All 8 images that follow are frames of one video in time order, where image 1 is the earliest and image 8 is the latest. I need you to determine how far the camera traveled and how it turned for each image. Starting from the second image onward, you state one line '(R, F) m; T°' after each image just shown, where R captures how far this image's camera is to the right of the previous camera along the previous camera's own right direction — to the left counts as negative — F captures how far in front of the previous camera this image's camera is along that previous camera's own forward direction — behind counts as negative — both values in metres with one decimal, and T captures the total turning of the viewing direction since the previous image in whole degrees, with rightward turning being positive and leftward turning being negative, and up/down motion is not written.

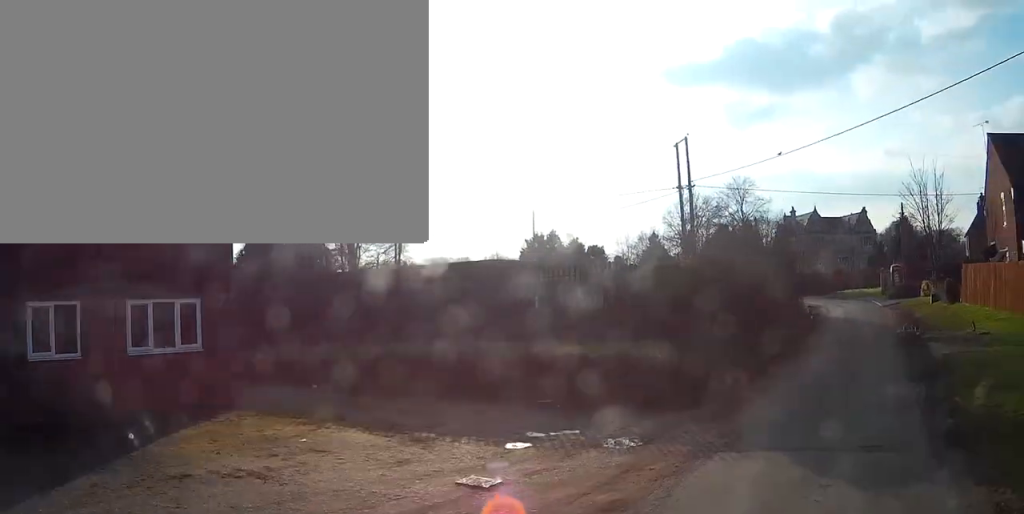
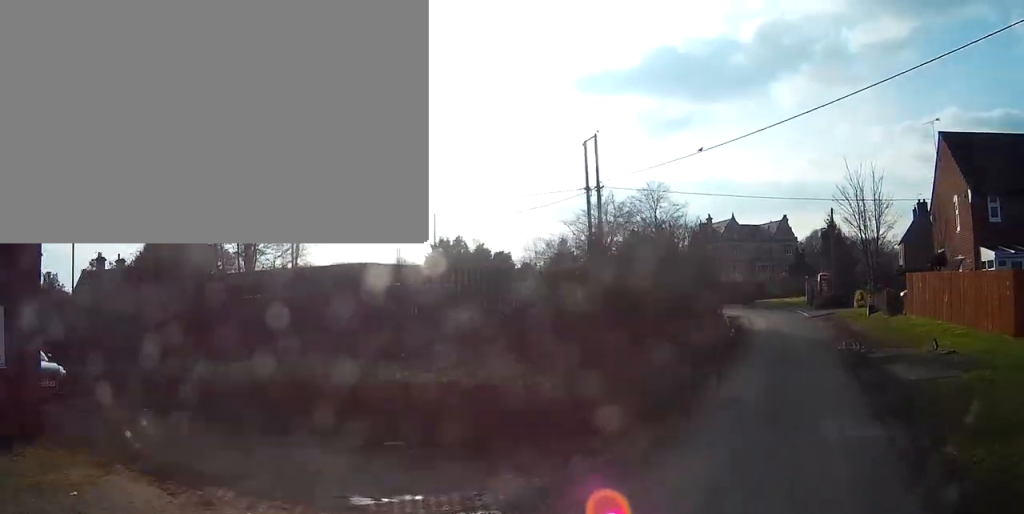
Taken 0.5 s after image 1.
(+0.4, +3.1) m; +8°
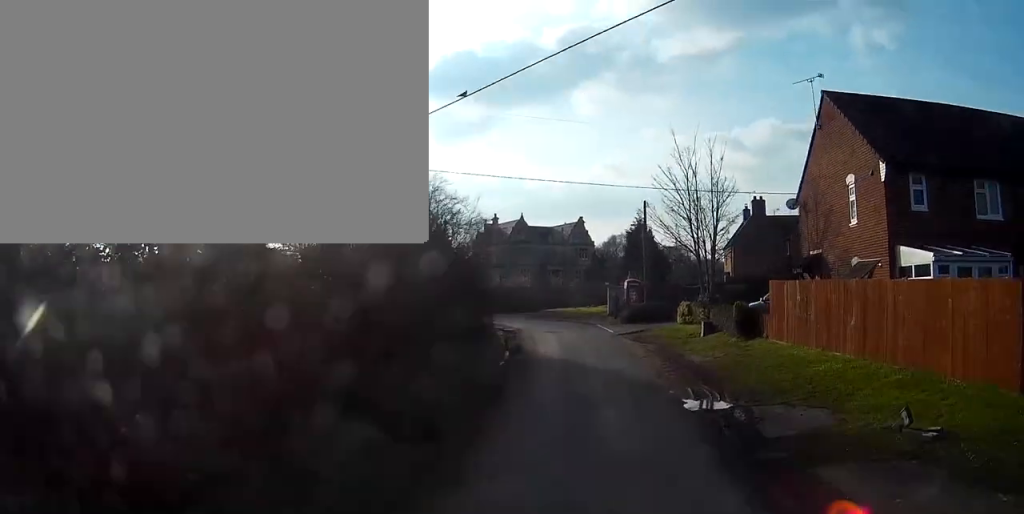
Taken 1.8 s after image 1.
(+1.6, +8.8) m; +14°
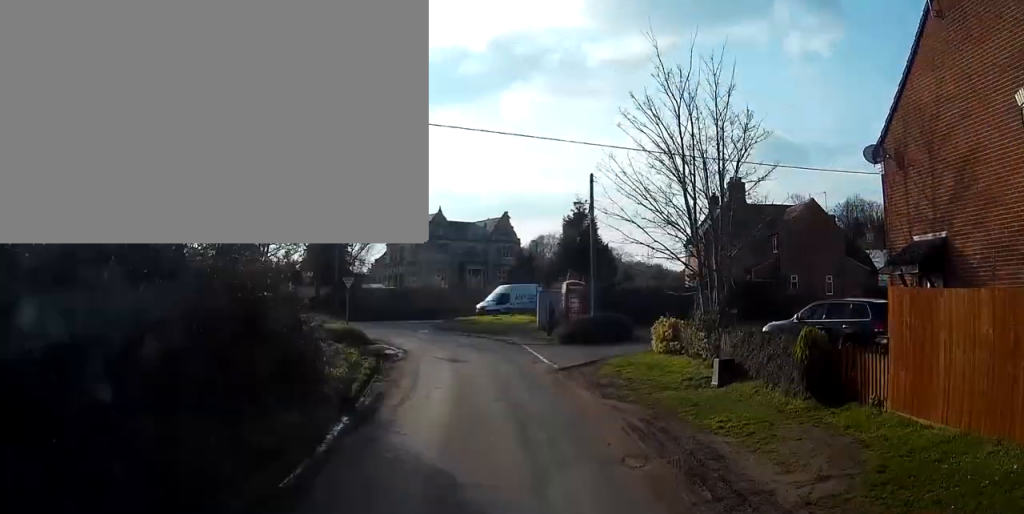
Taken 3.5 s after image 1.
(+0.4, +11.9) m; +3°
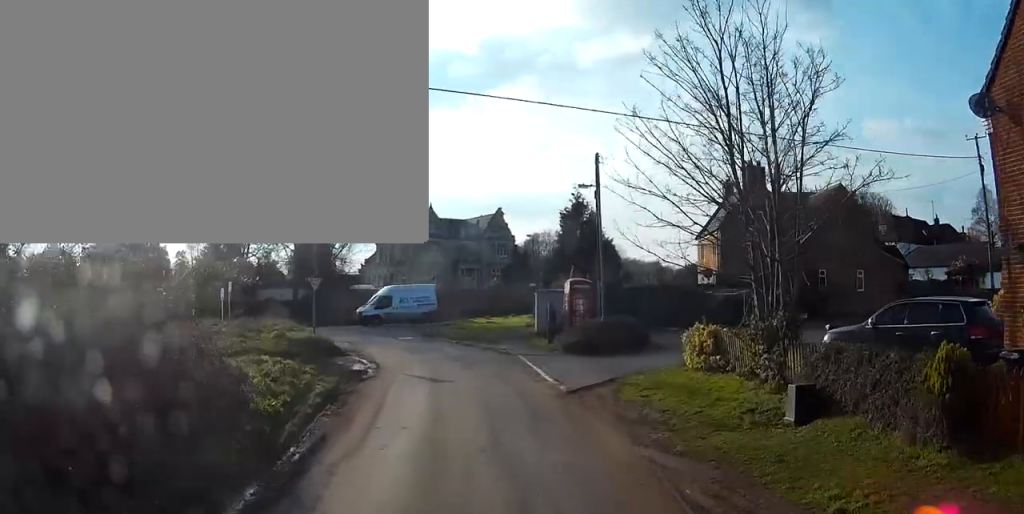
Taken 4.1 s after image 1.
(0.0, +4.3) m; +1°
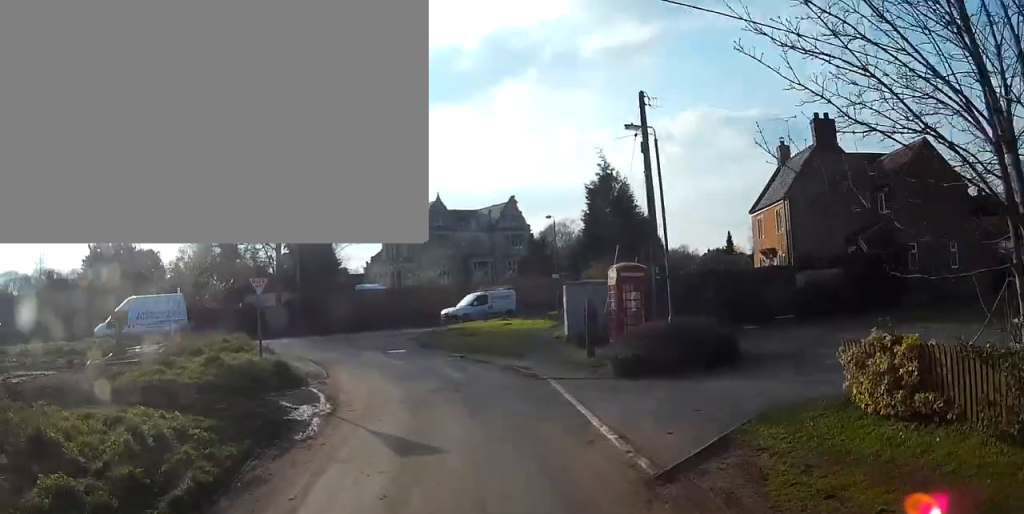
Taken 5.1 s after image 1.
(+0.2, +7.6) m; +1°
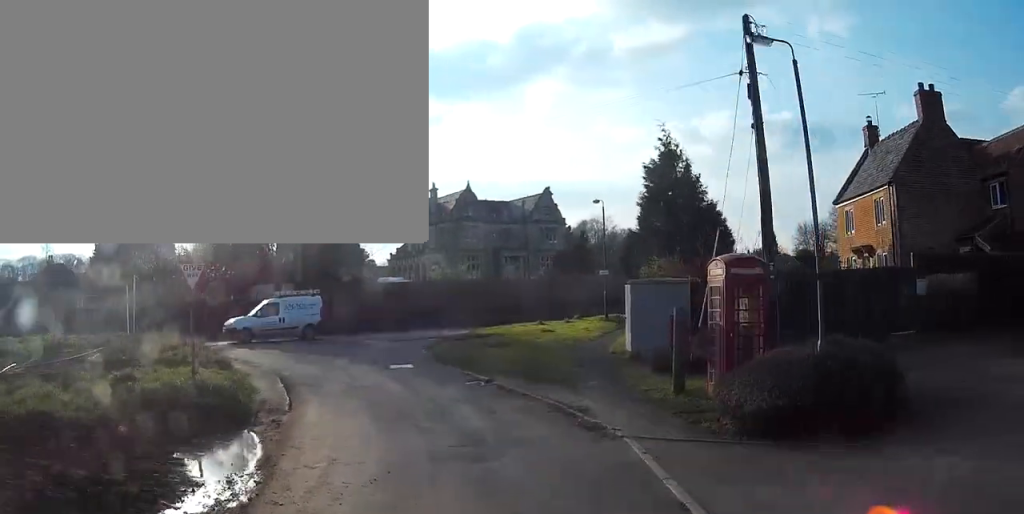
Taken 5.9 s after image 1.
(0.0, +6.5) m; 0°
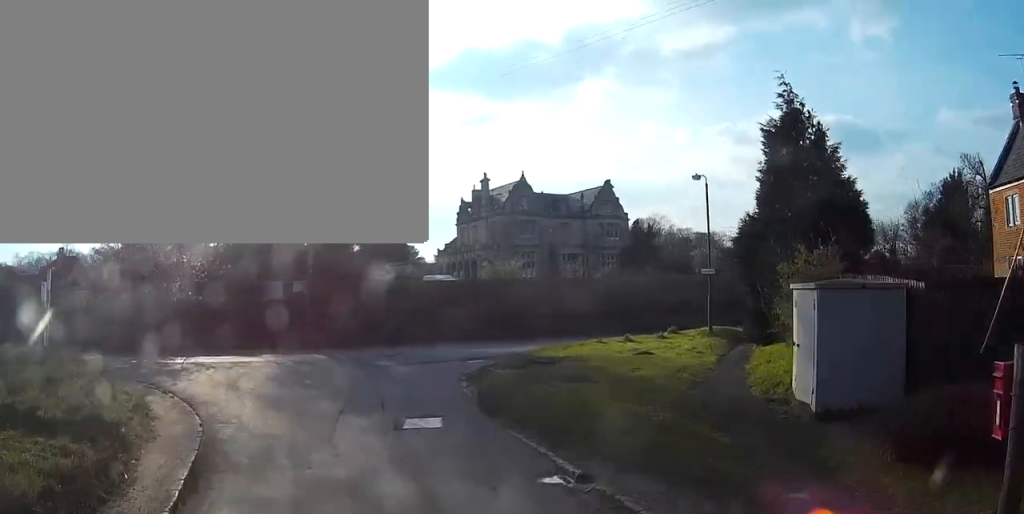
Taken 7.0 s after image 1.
(-0.1, +8.3) m; -5°
